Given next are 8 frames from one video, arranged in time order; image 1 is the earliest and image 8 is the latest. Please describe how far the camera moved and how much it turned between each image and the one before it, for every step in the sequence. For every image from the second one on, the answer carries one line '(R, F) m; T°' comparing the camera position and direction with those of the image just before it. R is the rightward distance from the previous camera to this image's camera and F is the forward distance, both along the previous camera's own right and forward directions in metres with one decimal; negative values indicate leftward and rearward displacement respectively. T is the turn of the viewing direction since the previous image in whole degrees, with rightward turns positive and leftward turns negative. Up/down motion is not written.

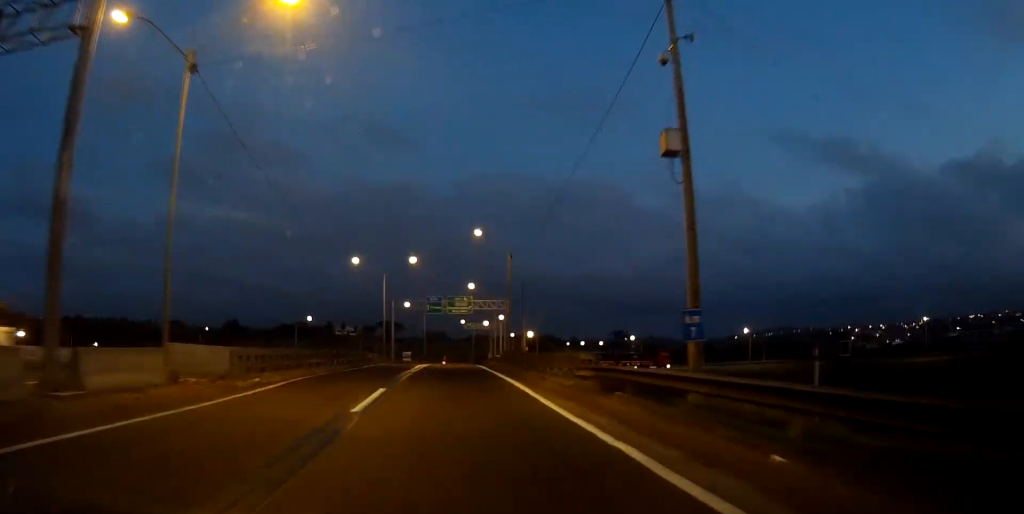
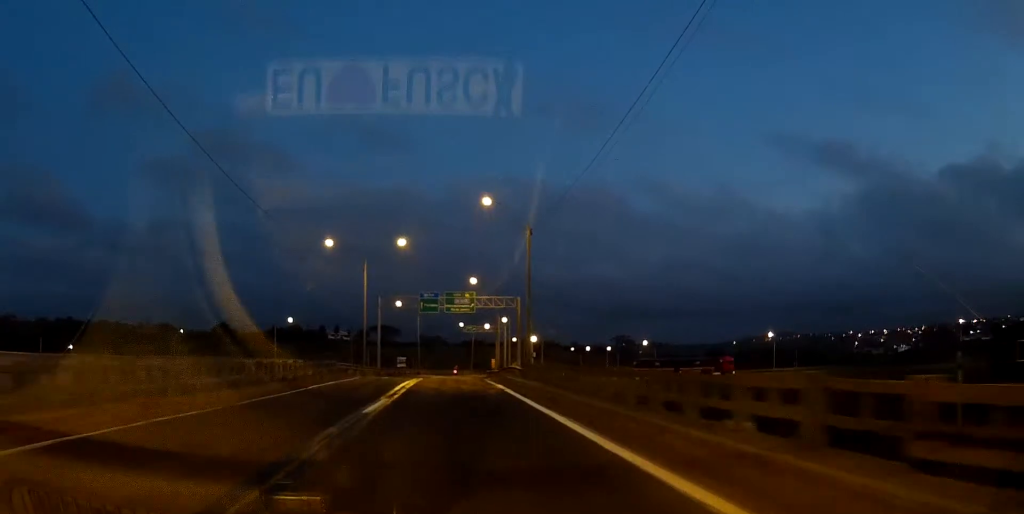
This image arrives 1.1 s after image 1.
(0.0, +15.8) m; 0°
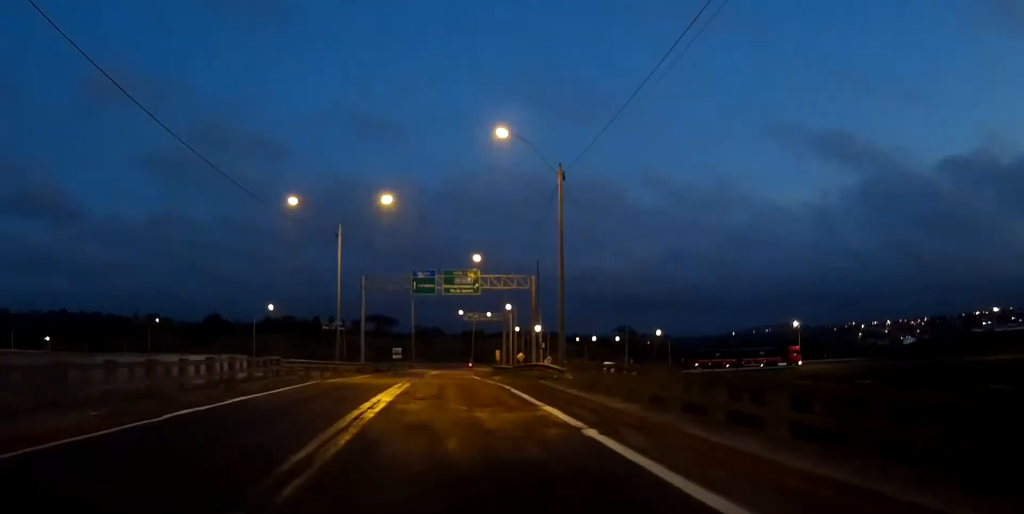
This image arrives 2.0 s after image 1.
(+0.1, +13.6) m; +1°
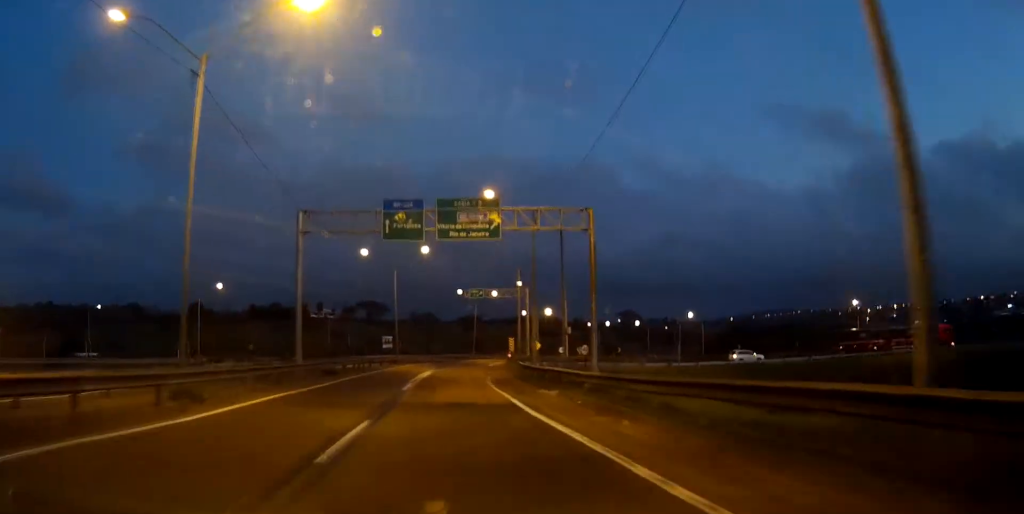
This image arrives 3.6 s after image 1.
(+0.3, +25.9) m; +1°
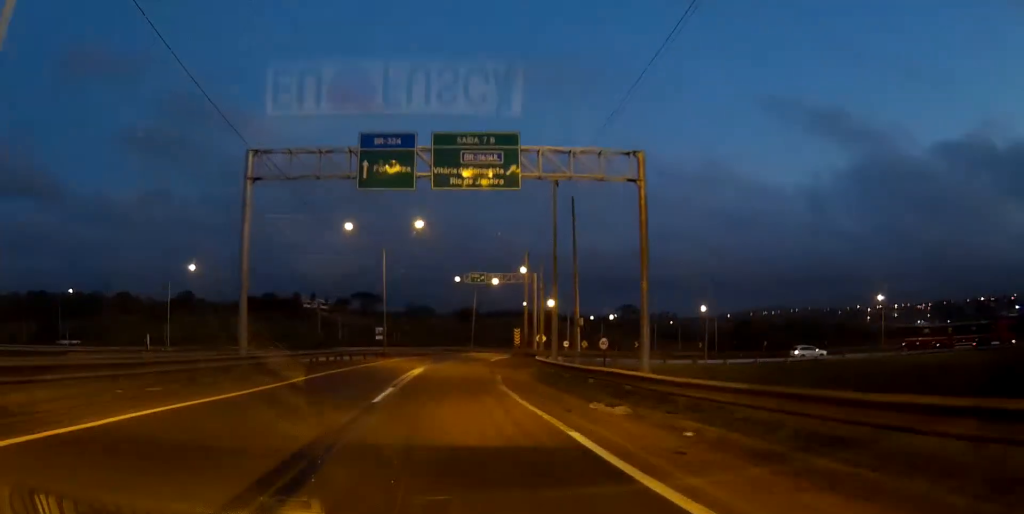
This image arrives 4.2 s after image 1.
(0.0, +9.6) m; 0°
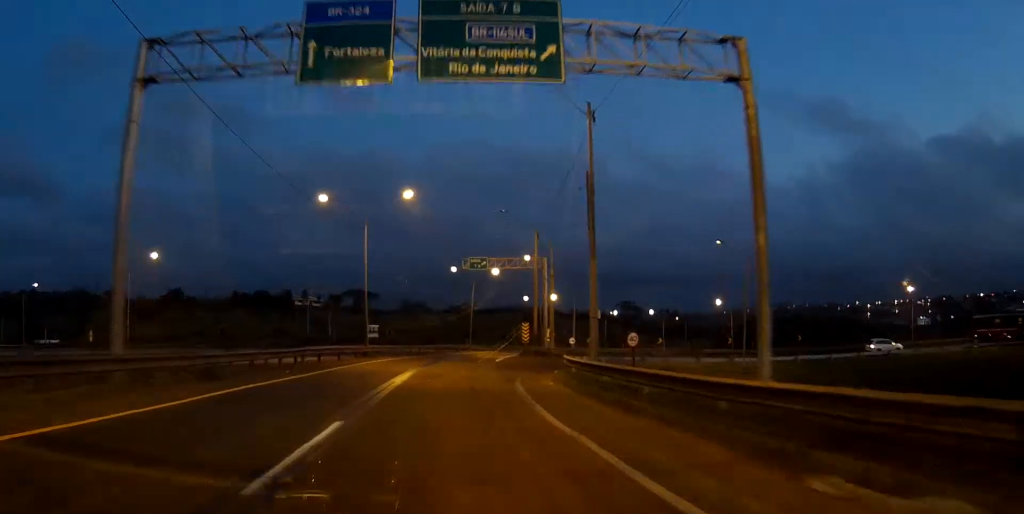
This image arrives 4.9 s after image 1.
(0.0, +10.4) m; 0°
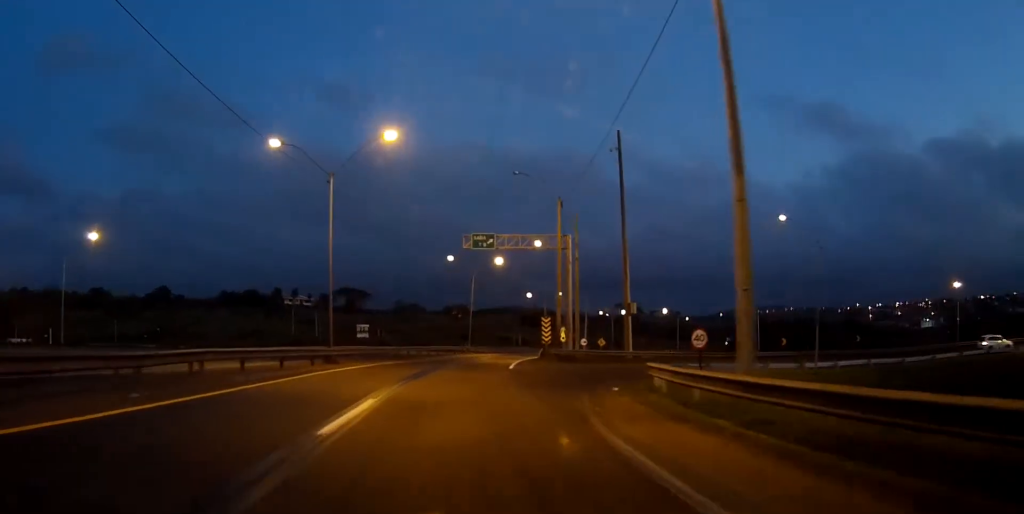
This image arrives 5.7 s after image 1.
(0.0, +13.4) m; +1°
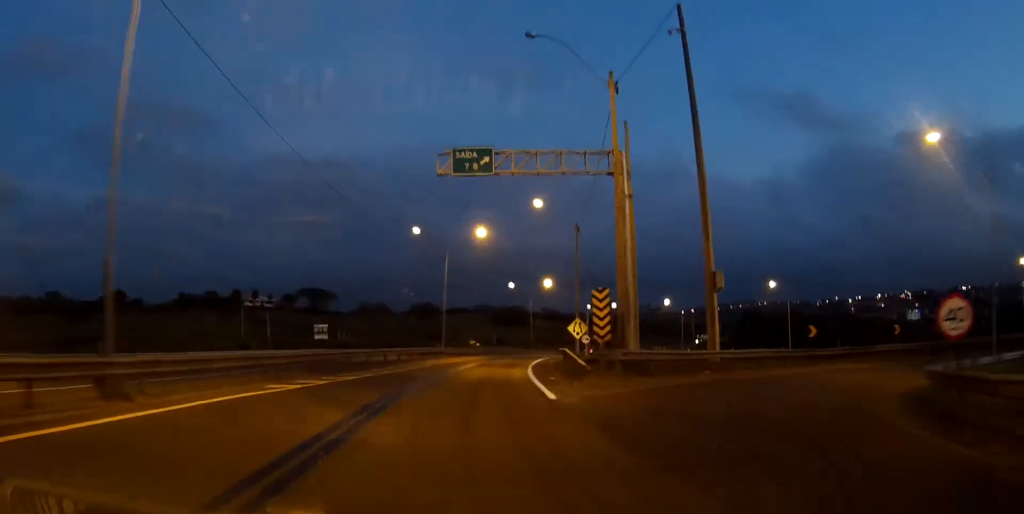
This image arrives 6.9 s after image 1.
(+0.4, +20.8) m; +3°
